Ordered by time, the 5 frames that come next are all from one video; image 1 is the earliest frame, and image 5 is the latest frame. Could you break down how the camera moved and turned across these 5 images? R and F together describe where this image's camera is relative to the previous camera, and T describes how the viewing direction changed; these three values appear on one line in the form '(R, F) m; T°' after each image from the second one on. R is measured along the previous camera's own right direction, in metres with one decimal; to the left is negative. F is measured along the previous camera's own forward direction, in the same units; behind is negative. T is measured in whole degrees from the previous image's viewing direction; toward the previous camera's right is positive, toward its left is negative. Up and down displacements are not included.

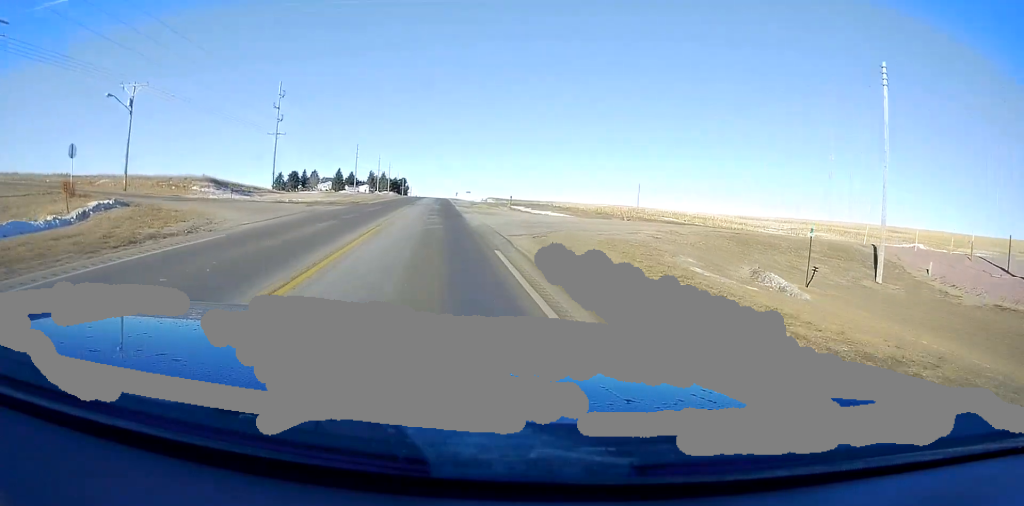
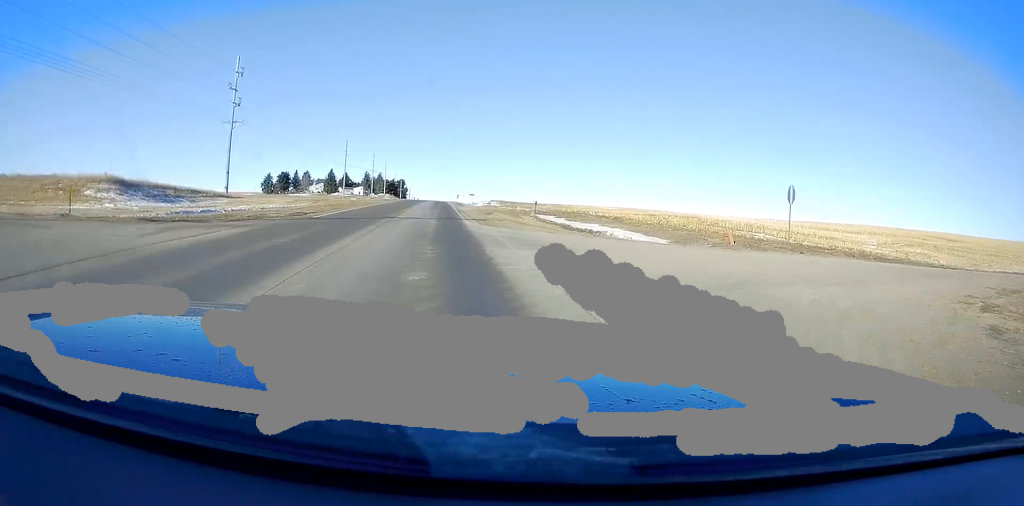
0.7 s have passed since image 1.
(-0.2, +19.3) m; -1°
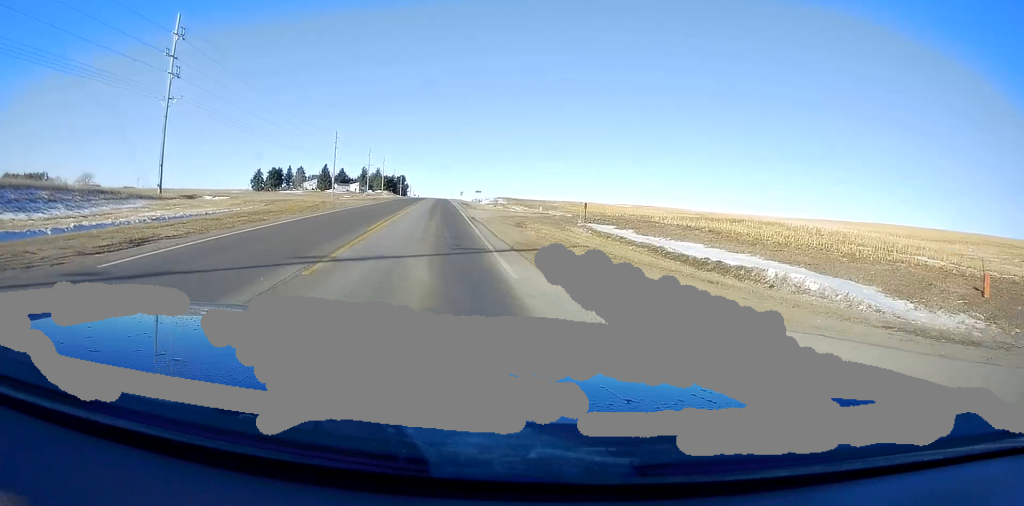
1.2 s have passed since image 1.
(0.0, +18.2) m; 0°
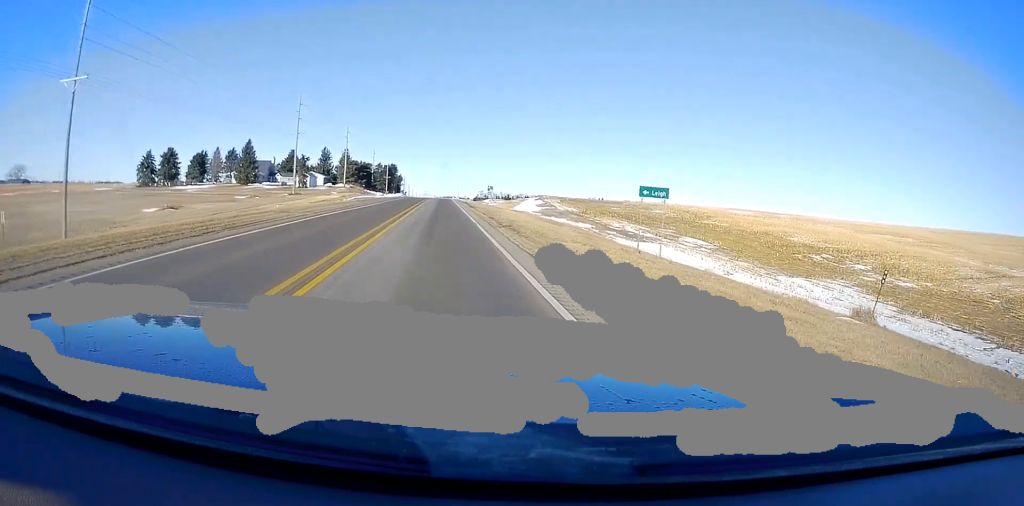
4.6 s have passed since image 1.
(0.0, +103.0) m; 0°
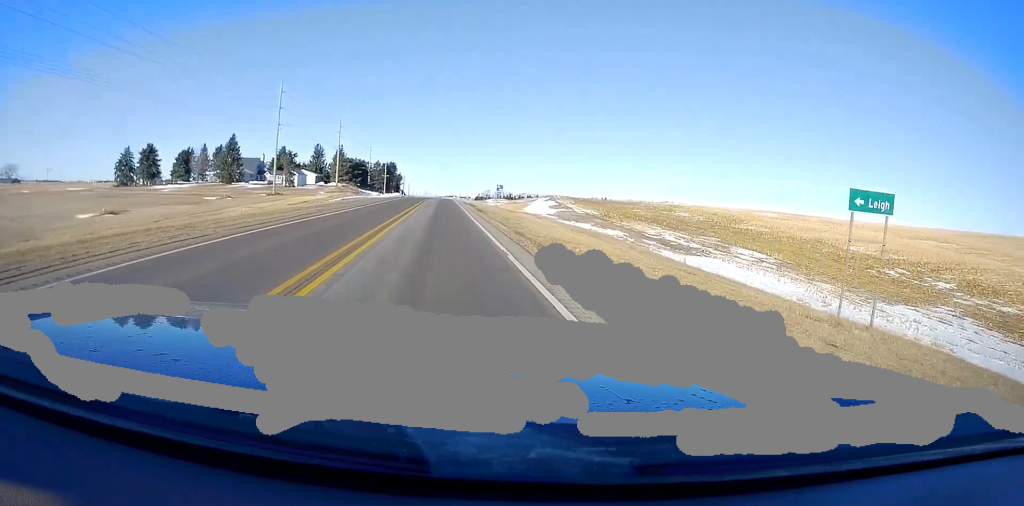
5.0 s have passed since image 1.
(0.0, +12.5) m; 0°
